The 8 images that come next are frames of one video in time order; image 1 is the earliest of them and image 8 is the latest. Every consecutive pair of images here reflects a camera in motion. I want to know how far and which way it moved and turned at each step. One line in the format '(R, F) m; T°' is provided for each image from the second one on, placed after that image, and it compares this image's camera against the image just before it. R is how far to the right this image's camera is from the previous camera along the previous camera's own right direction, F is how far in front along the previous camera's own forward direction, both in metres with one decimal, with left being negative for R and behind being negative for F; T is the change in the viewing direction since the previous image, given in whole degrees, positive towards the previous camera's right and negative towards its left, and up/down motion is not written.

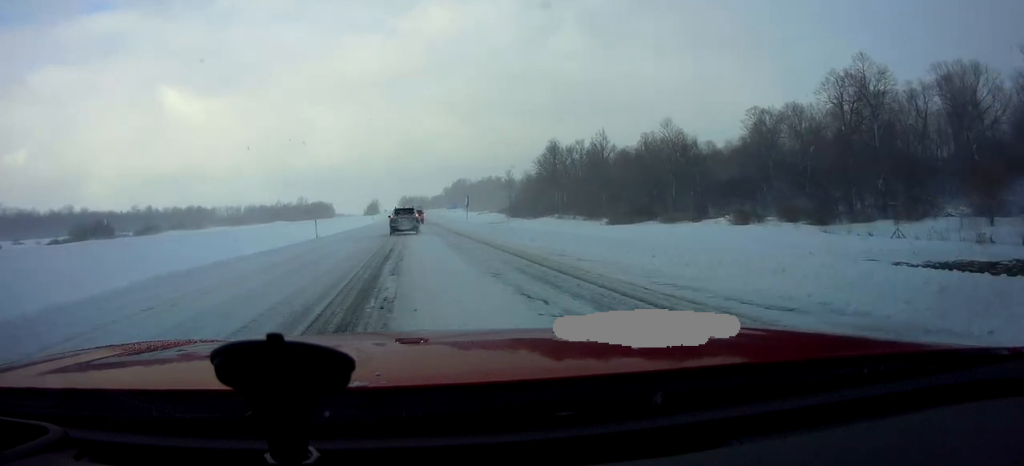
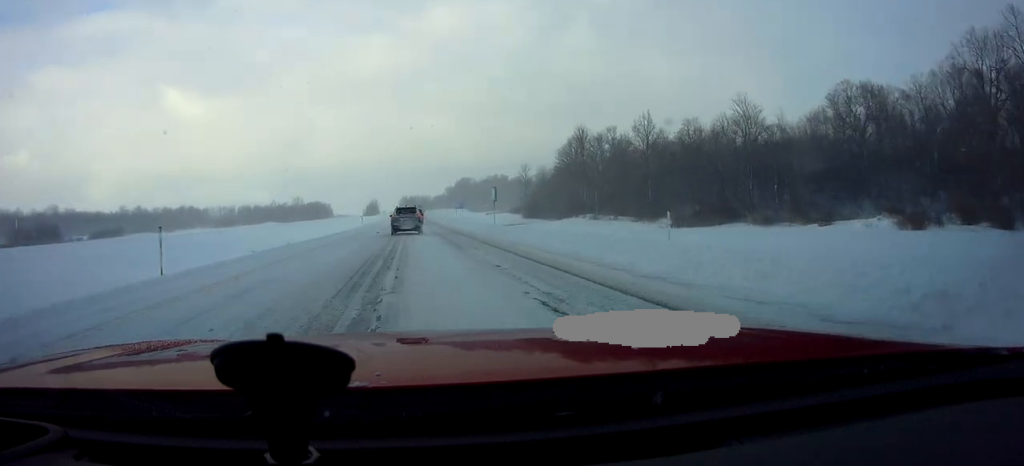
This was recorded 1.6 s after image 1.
(+0.2, +24.3) m; +1°
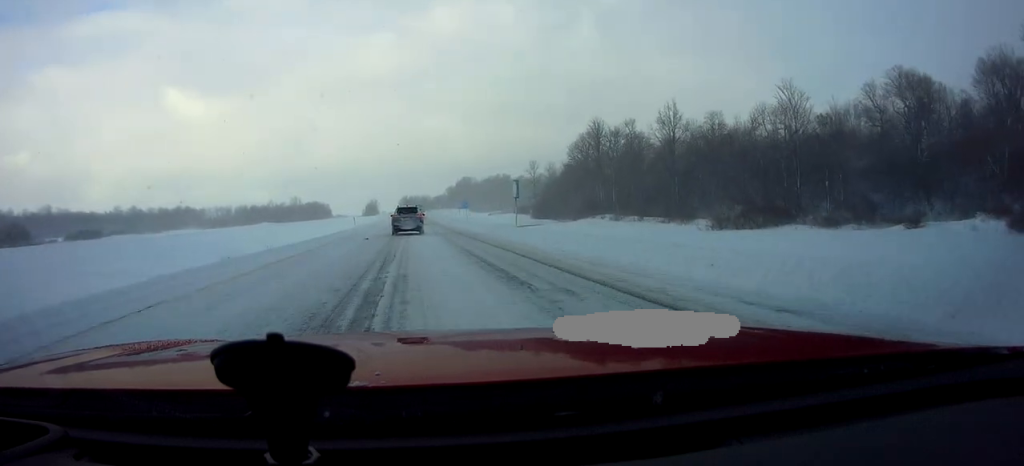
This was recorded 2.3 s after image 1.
(-0.3, +10.7) m; 0°
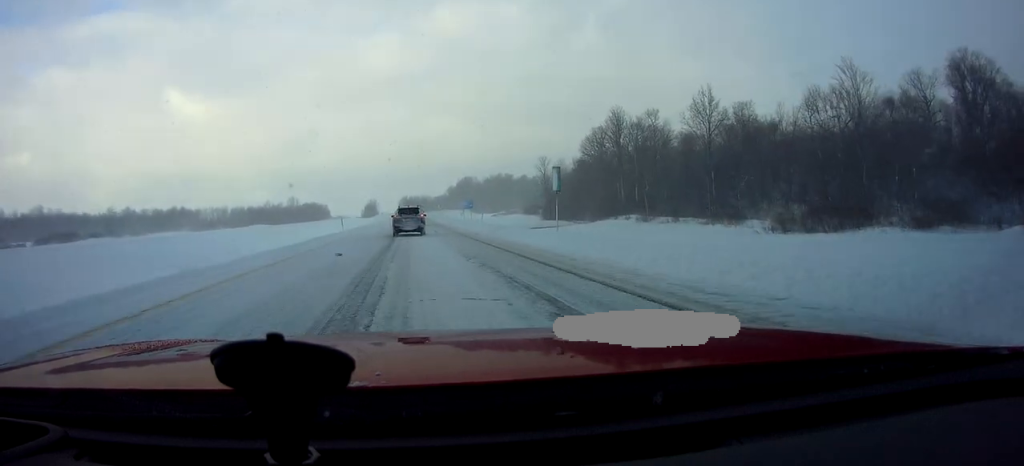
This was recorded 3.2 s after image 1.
(+0.1, +12.0) m; 0°
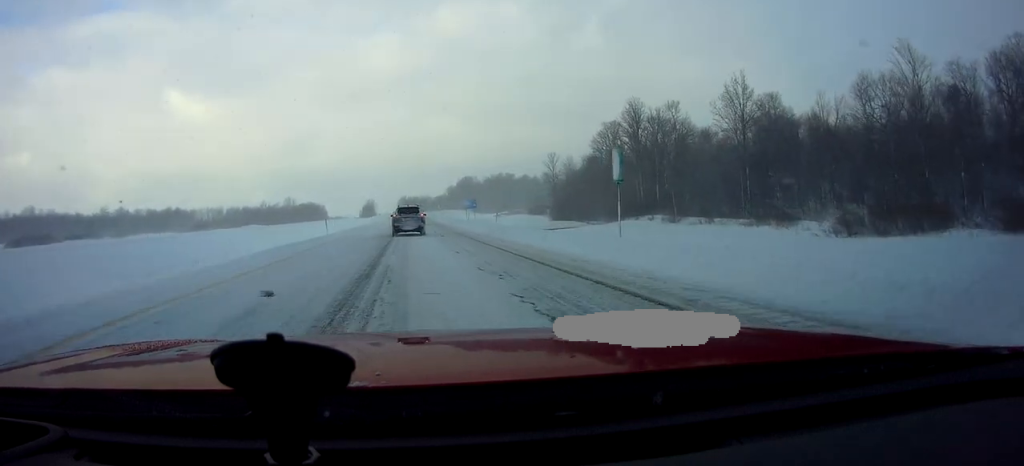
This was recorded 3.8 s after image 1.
(+0.1, +9.5) m; -1°
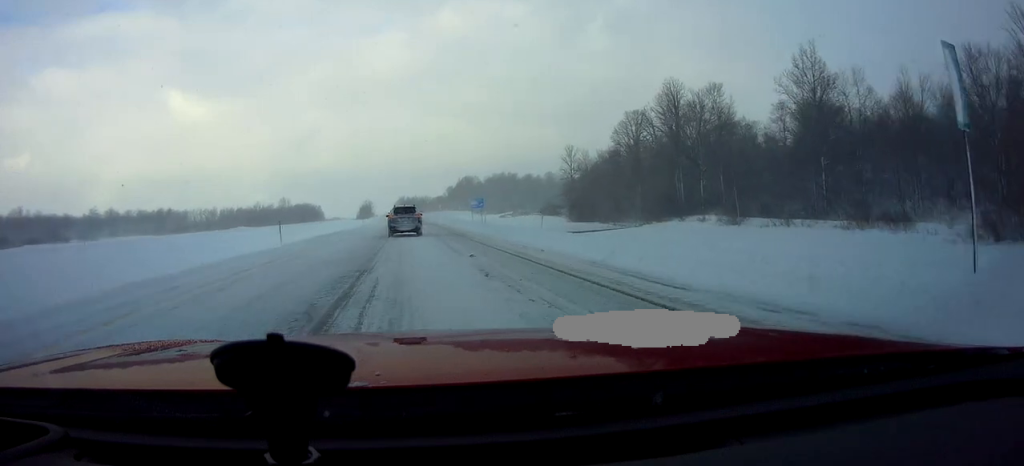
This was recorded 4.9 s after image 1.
(-0.4, +15.3) m; -1°
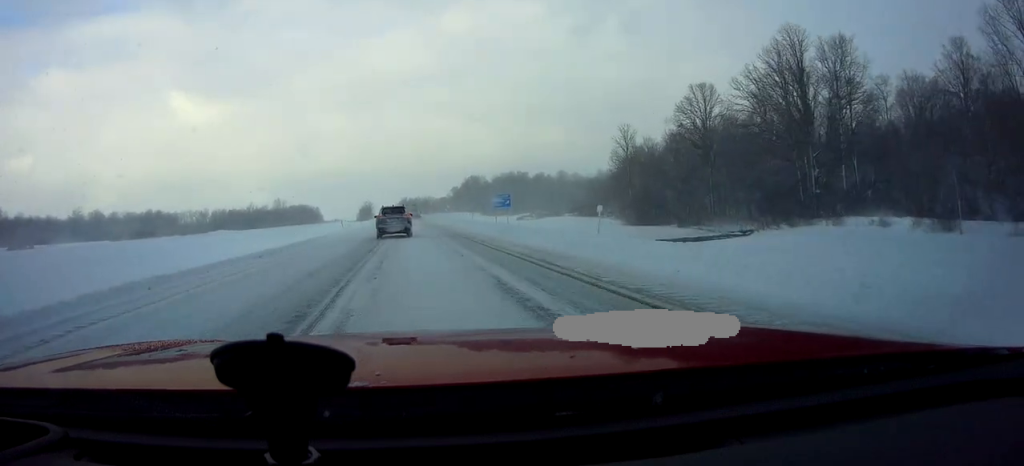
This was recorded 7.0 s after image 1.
(+1.0, +28.8) m; +1°
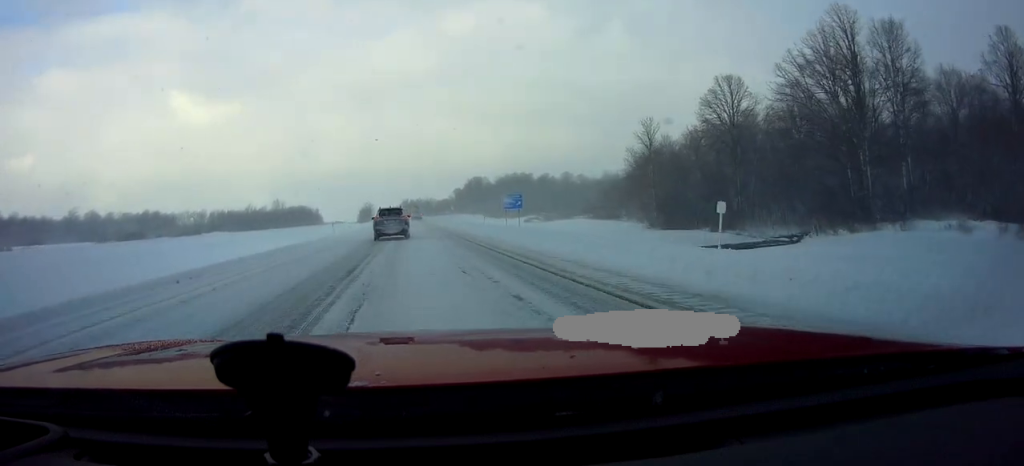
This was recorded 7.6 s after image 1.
(-0.2, +8.2) m; -2°
